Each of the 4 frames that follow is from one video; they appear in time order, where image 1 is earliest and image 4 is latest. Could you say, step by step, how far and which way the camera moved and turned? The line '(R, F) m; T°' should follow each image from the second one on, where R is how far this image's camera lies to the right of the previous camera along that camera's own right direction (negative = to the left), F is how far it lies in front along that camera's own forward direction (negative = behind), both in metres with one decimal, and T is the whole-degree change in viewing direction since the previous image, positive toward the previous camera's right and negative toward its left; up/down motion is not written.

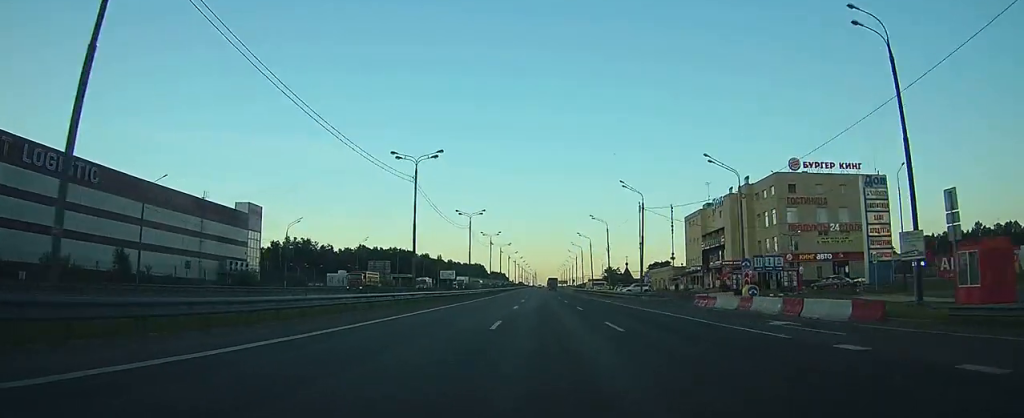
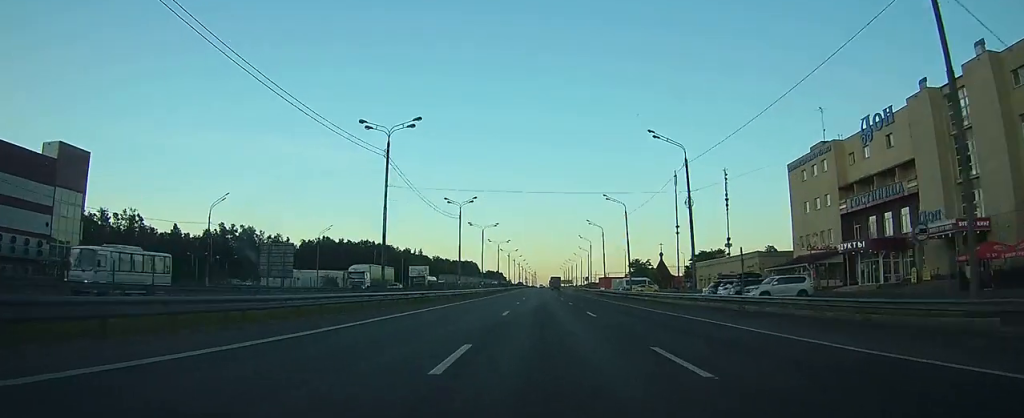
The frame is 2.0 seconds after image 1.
(+0.1, +57.3) m; 0°
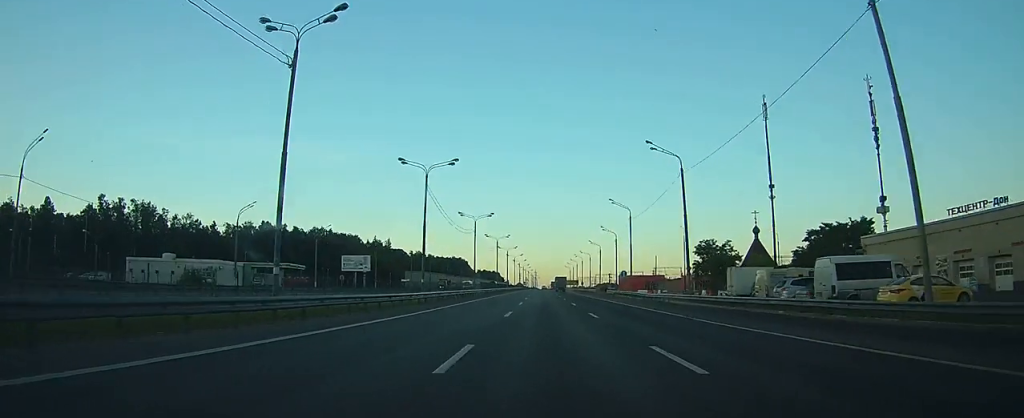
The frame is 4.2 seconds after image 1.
(-0.2, +64.0) m; 0°
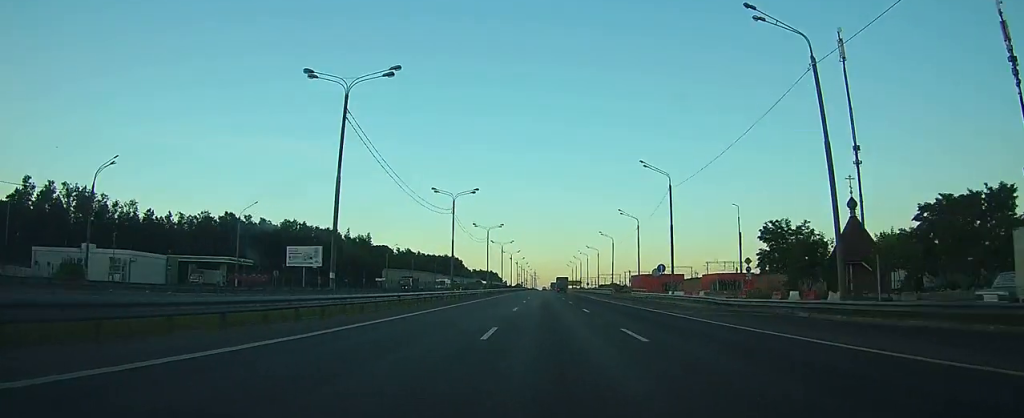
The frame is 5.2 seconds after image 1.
(+0.1, +26.6) m; 0°
